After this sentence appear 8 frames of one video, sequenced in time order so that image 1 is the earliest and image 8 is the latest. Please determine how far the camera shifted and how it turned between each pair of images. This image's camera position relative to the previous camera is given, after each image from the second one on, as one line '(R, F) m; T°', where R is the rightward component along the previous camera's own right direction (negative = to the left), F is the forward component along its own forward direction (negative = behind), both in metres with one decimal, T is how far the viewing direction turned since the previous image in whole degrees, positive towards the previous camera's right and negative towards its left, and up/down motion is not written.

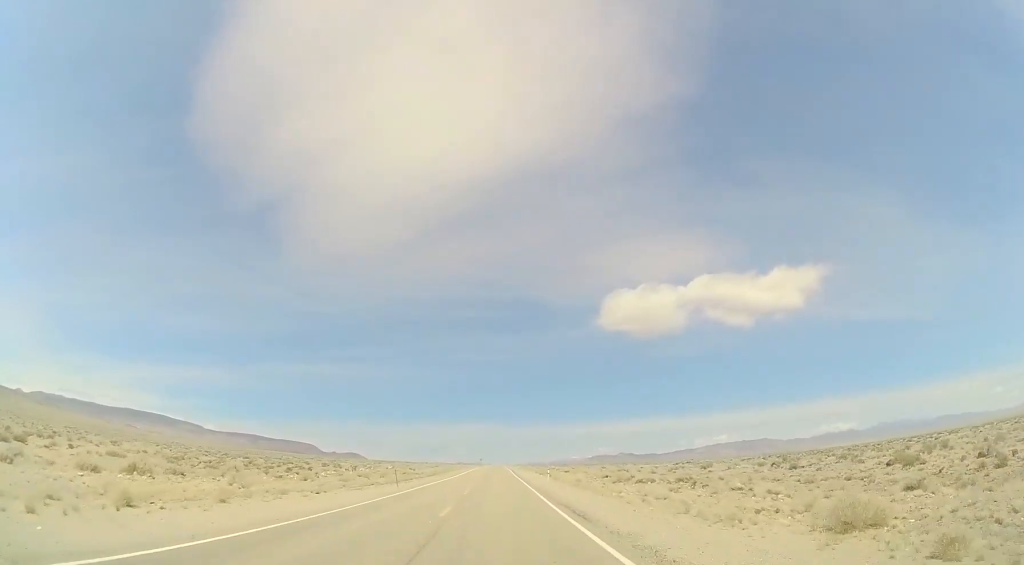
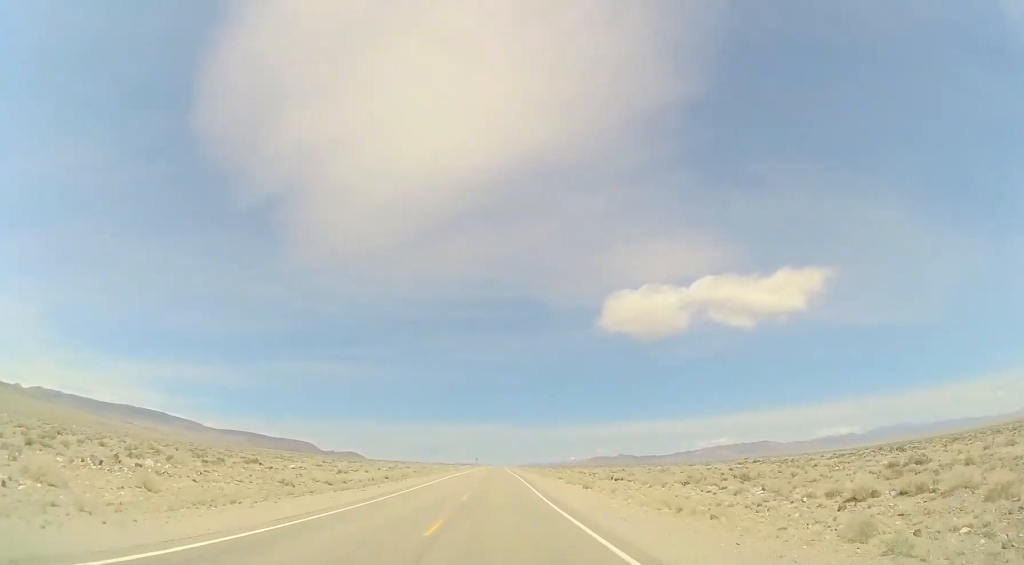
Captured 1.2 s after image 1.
(+0.4, +41.4) m; 0°
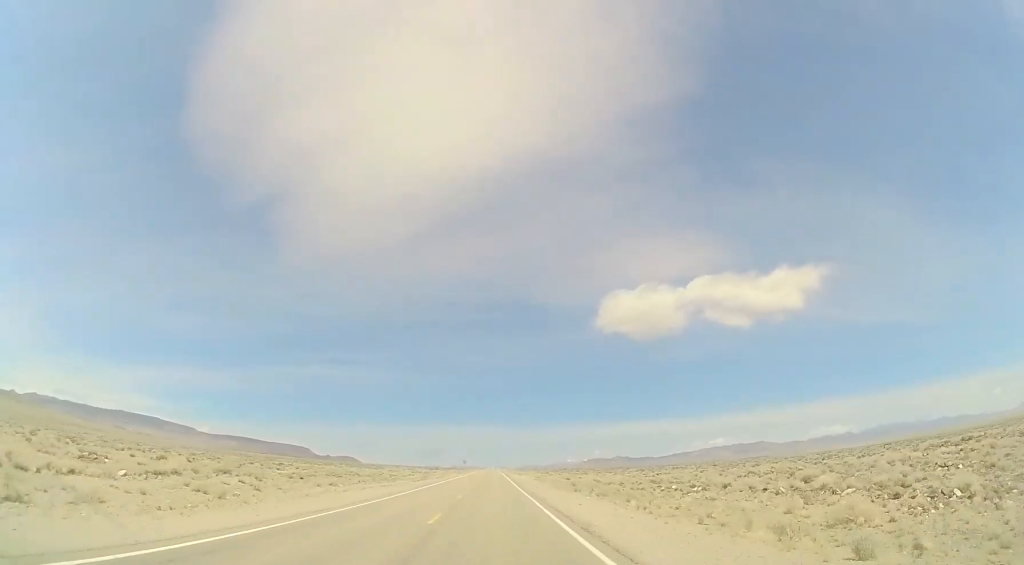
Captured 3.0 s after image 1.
(-0.1, +58.2) m; 0°
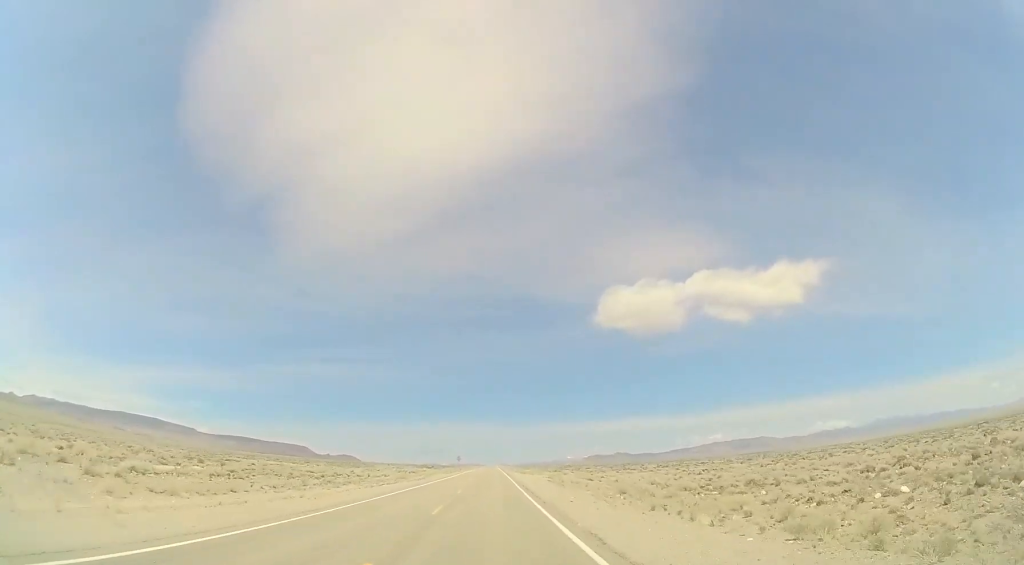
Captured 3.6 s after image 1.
(0.0, +22.4) m; 0°
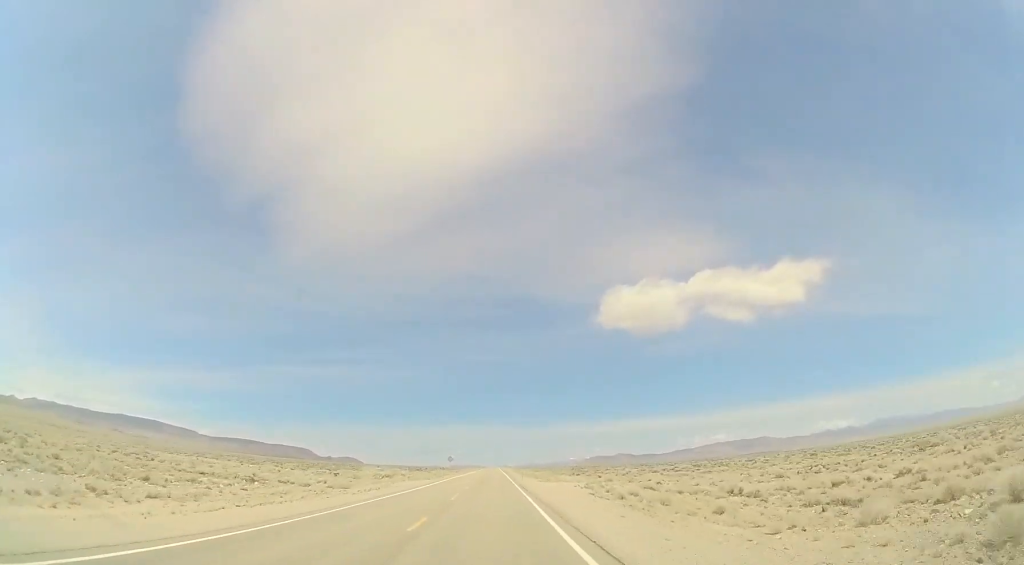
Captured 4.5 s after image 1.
(-0.2, +28.9) m; 0°
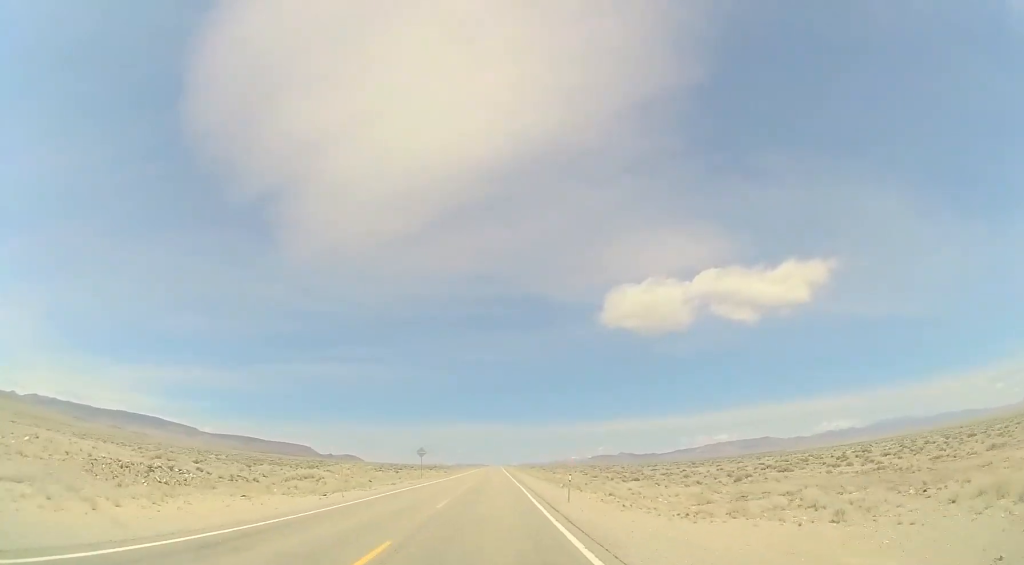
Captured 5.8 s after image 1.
(+0.1, +42.6) m; +1°
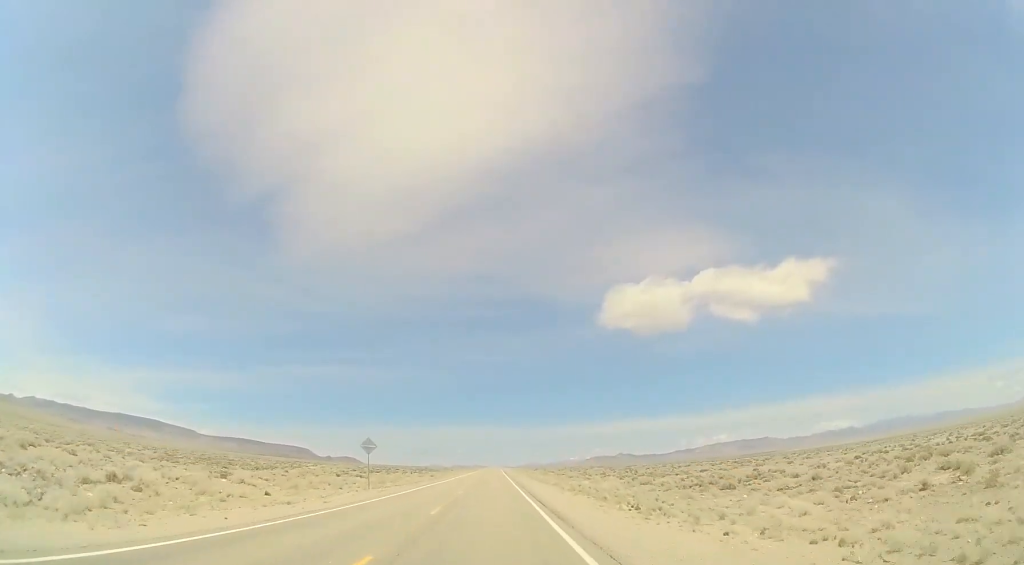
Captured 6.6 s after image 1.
(+0.1, +26.0) m; 0°
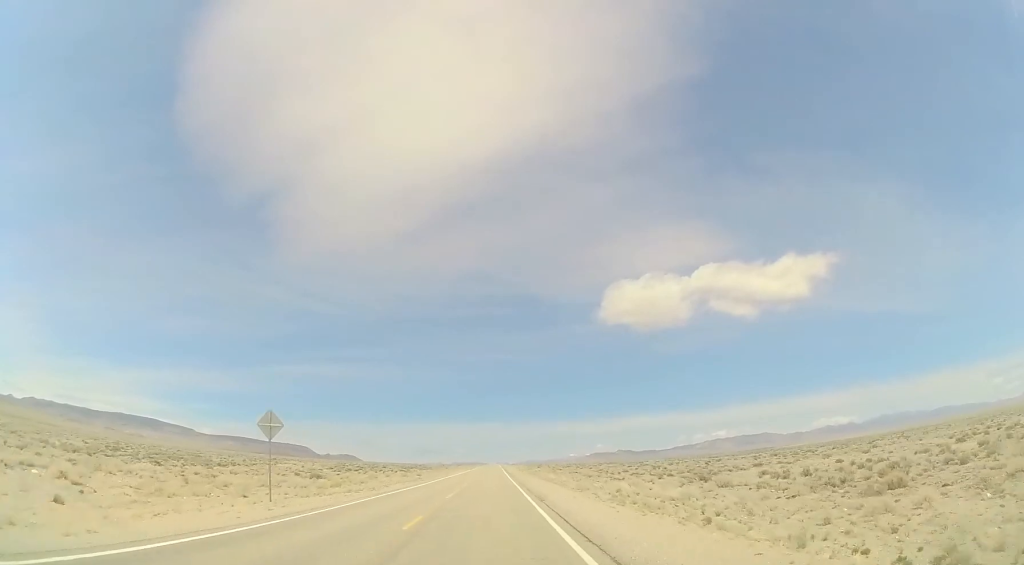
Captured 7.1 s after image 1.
(+0.2, +17.3) m; 0°
